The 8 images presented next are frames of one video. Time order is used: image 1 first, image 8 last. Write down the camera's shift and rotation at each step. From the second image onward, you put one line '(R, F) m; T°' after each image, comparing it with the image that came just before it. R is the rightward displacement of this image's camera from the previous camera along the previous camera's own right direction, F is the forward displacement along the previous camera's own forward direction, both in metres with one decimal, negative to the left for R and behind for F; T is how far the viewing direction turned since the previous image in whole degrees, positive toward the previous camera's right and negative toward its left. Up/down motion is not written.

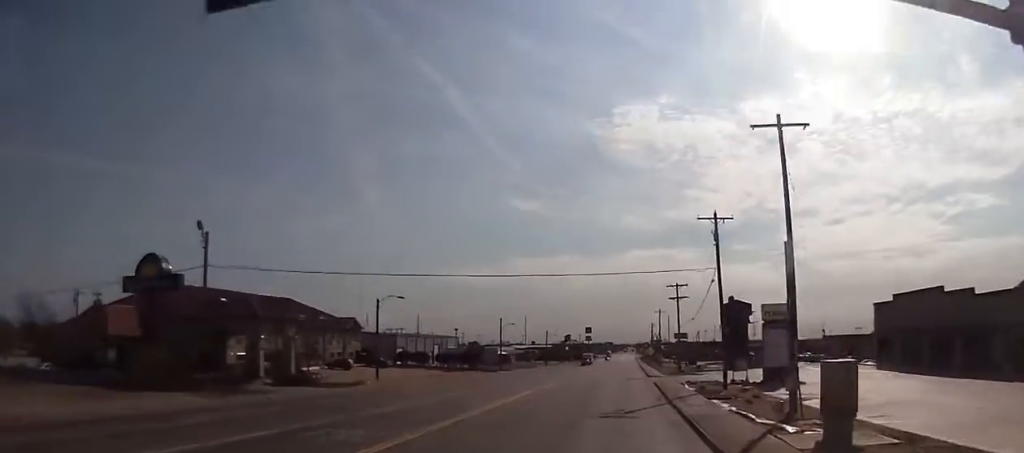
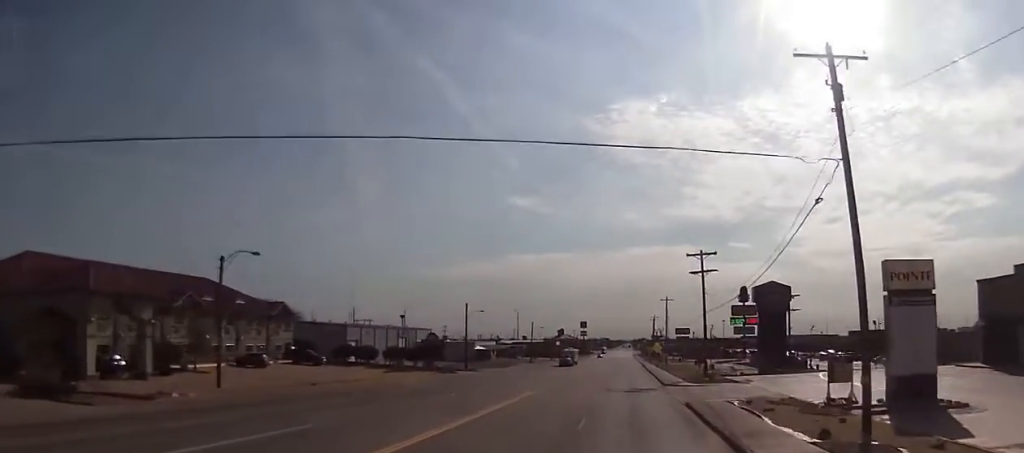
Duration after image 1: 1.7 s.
(-0.6, +25.8) m; -2°
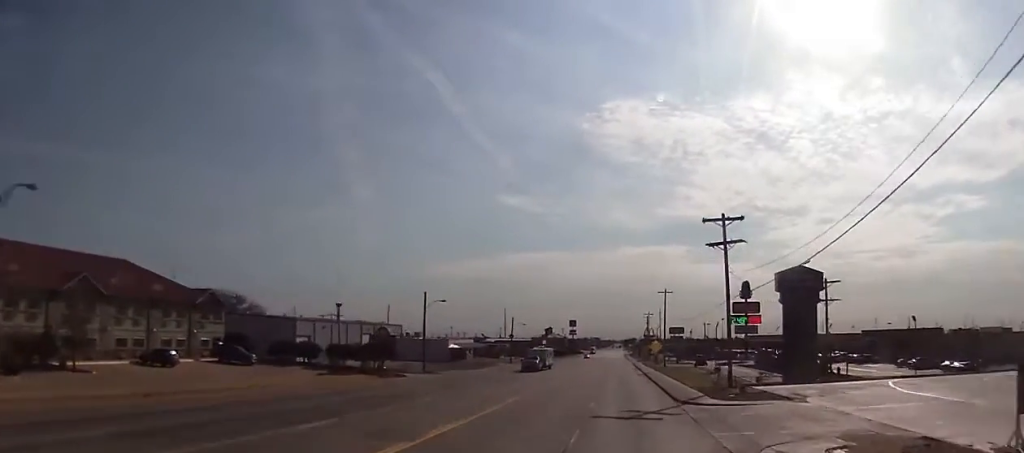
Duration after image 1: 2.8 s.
(+0.1, +16.2) m; +2°
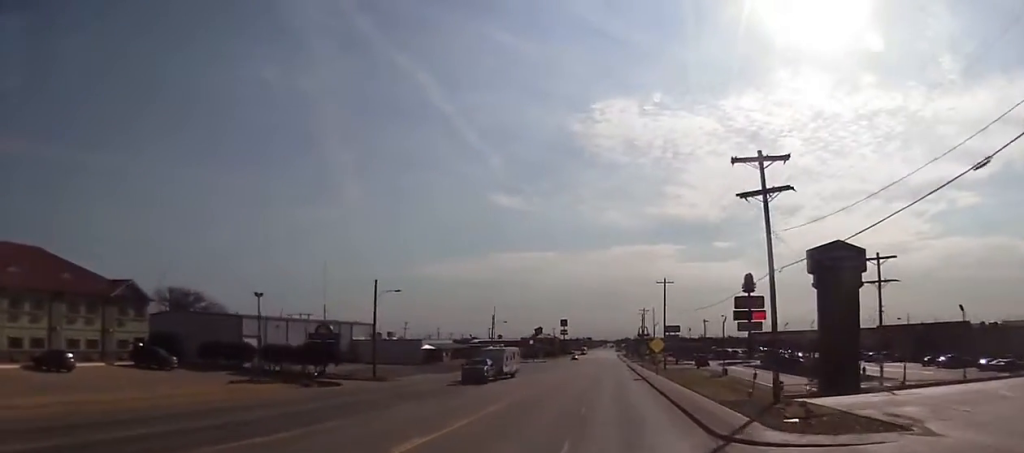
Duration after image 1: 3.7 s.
(+0.3, +13.7) m; 0°
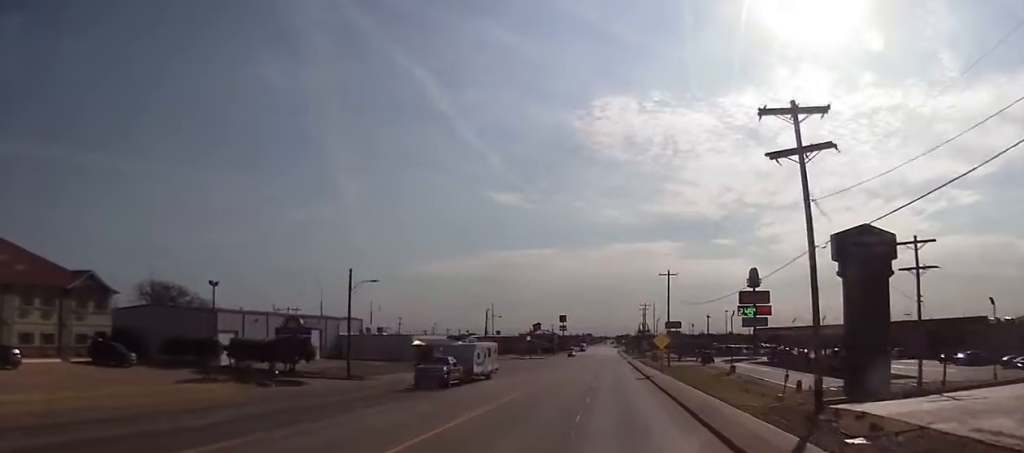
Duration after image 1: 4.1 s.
(-0.2, +6.1) m; 0°
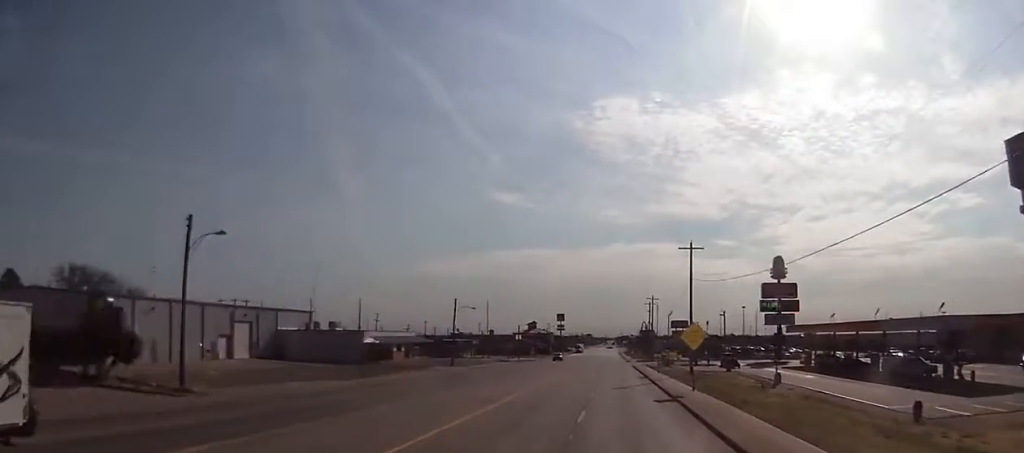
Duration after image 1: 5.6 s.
(+0.4, +23.4) m; +1°
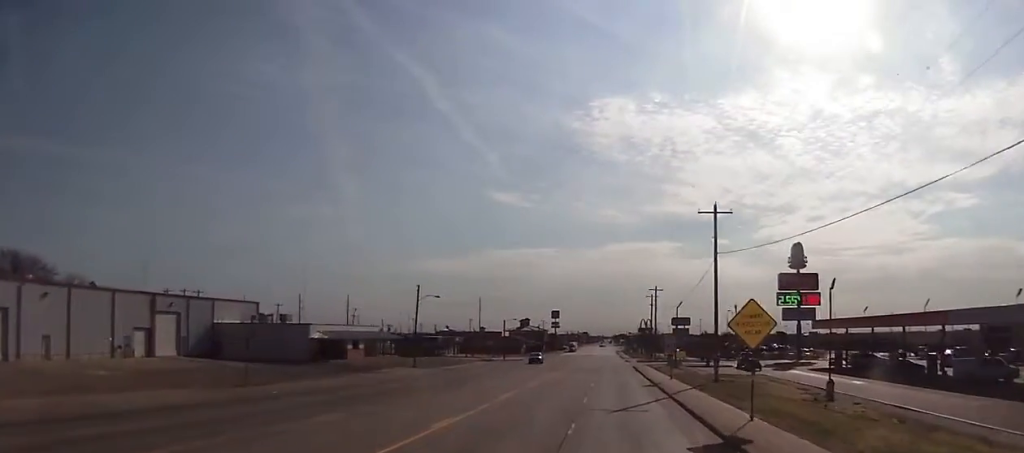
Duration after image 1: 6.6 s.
(-0.2, +16.3) m; -1°
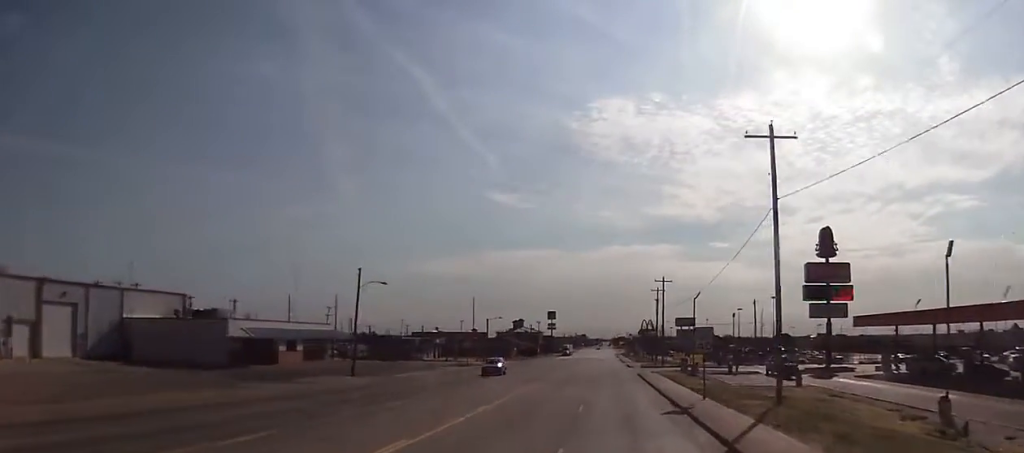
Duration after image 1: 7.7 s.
(0.0, +17.5) m; 0°
